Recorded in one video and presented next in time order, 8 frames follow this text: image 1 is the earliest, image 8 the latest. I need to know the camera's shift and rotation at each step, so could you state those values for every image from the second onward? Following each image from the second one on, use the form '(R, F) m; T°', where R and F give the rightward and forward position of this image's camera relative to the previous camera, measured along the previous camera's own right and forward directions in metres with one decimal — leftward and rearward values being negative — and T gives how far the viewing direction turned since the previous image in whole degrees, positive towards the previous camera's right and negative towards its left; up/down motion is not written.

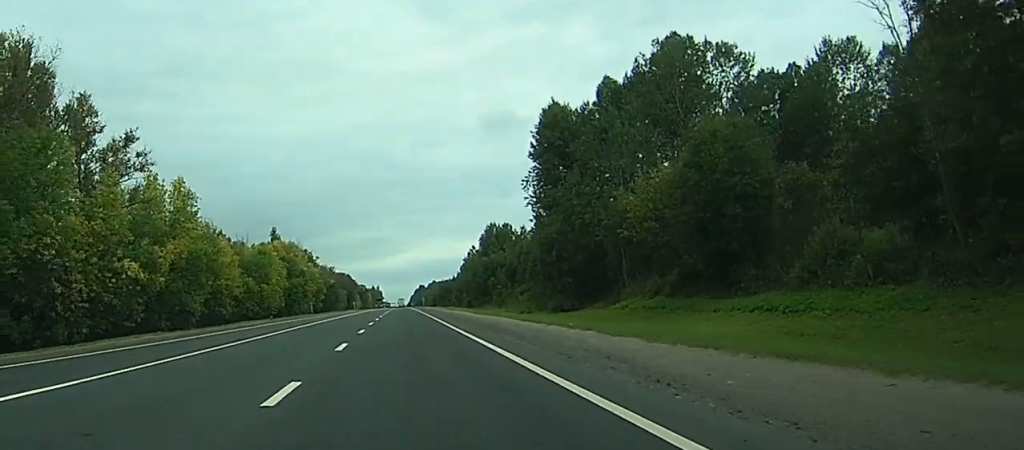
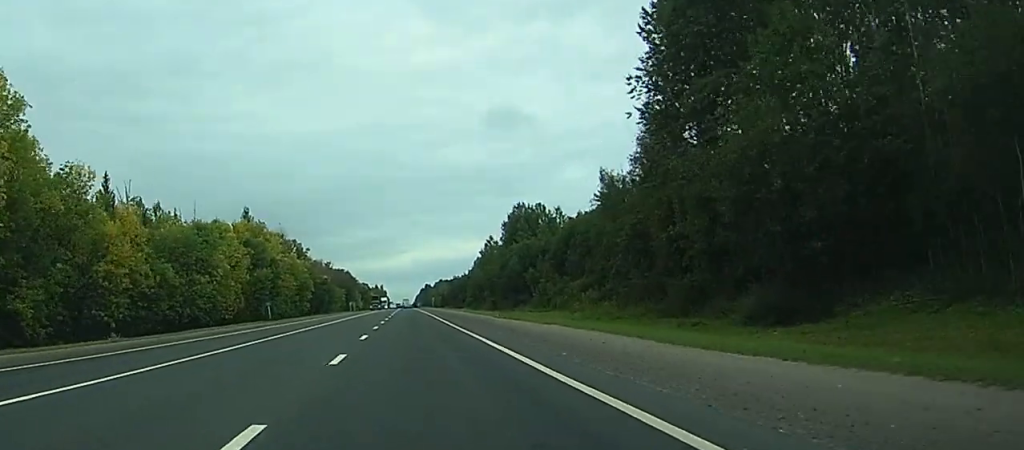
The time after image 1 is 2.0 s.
(-0.4, +52.9) m; -1°
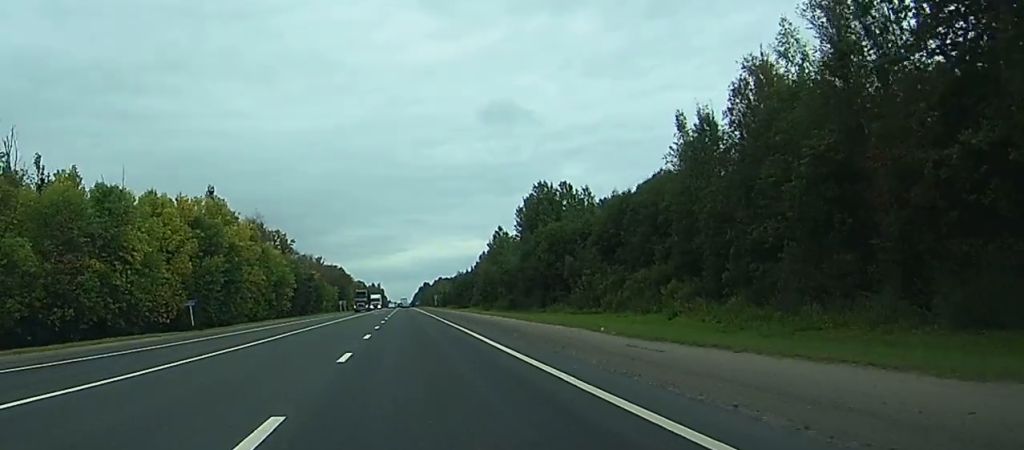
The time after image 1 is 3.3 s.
(0.0, +35.2) m; 0°
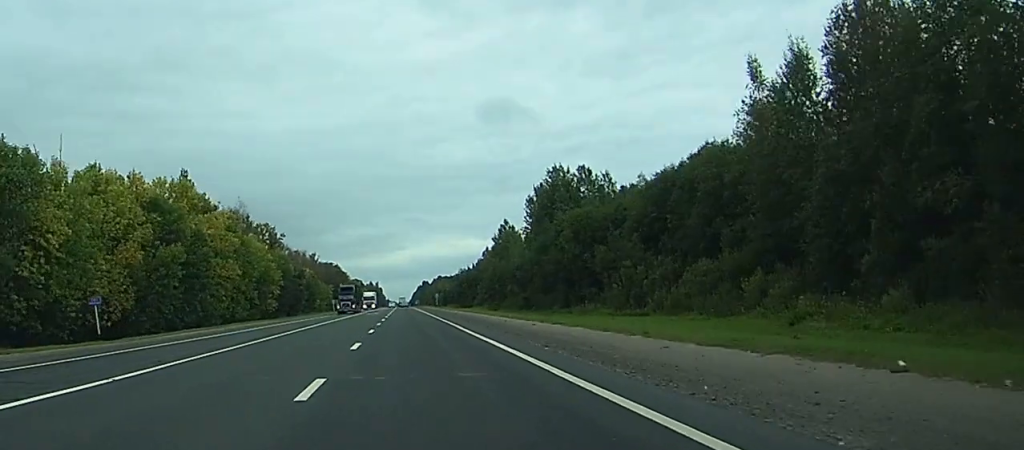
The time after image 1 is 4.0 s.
(0.0, +19.2) m; 0°
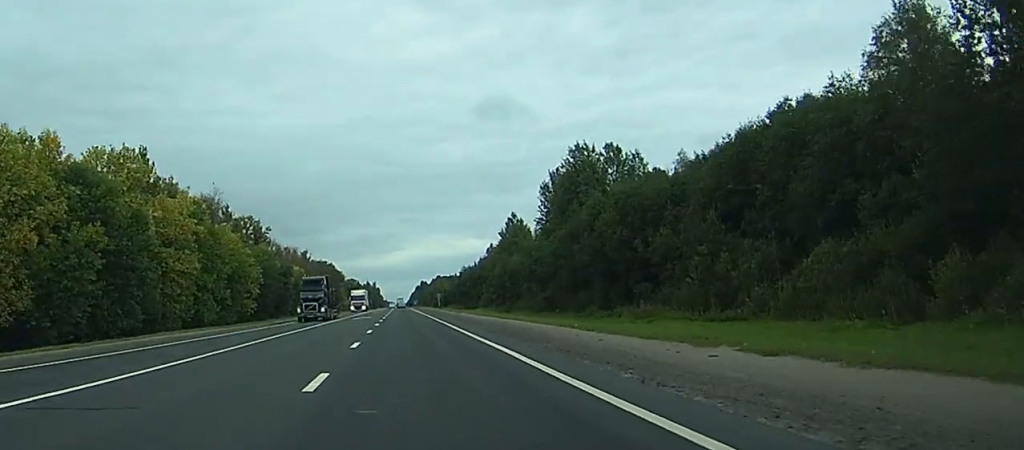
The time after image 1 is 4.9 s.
(0.0, +22.6) m; 0°
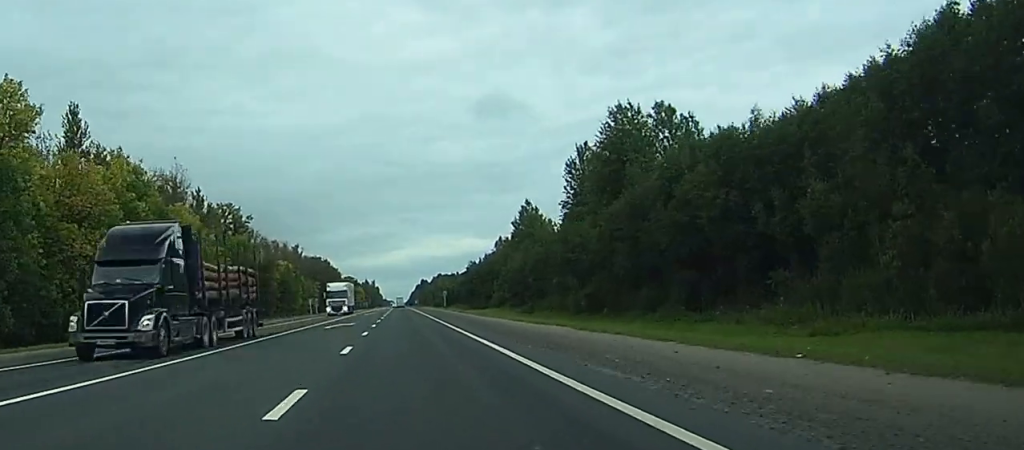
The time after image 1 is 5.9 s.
(0.0, +26.9) m; 0°
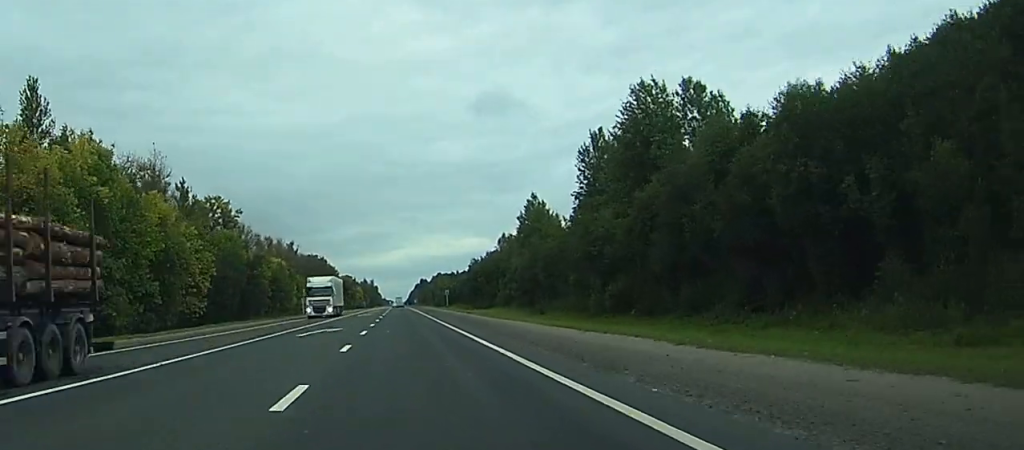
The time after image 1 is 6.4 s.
(-0.1, +11.3) m; 0°
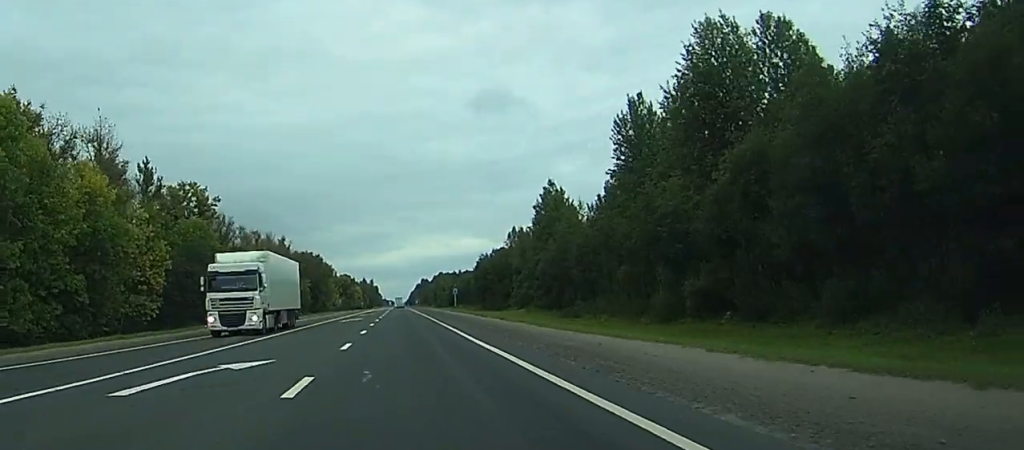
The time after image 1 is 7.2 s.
(-0.1, +22.6) m; 0°
